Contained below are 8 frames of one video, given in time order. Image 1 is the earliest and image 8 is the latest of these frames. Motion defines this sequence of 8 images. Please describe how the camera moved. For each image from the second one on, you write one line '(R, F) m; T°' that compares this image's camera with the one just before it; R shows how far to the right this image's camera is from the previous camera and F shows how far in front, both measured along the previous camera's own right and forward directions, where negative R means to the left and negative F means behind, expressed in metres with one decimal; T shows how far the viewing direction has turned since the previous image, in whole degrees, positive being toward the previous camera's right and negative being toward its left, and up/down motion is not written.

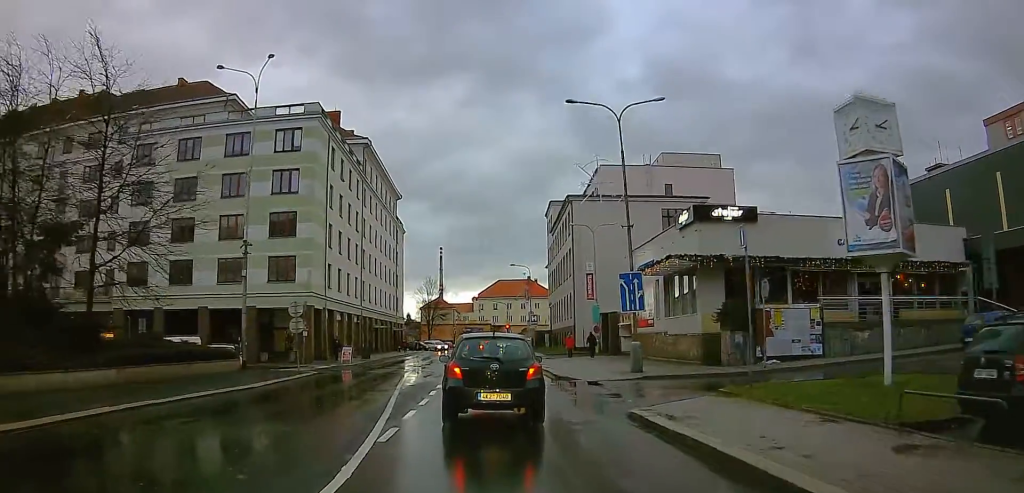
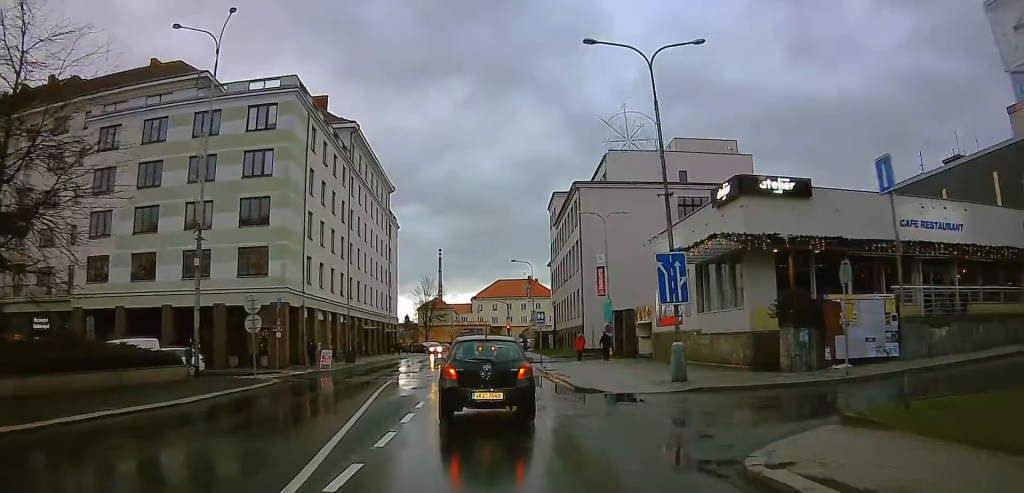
(0.0, +5.8) m; 0°
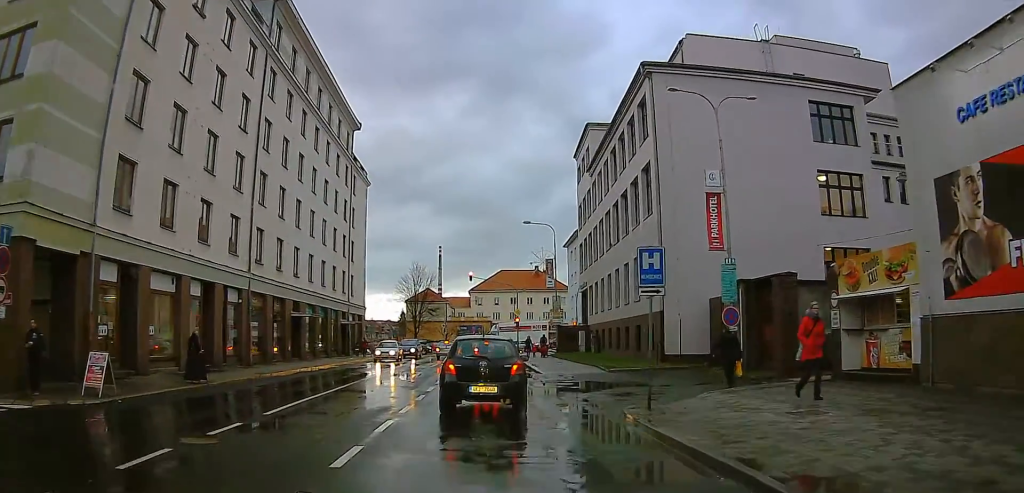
(0.0, +25.2) m; 0°
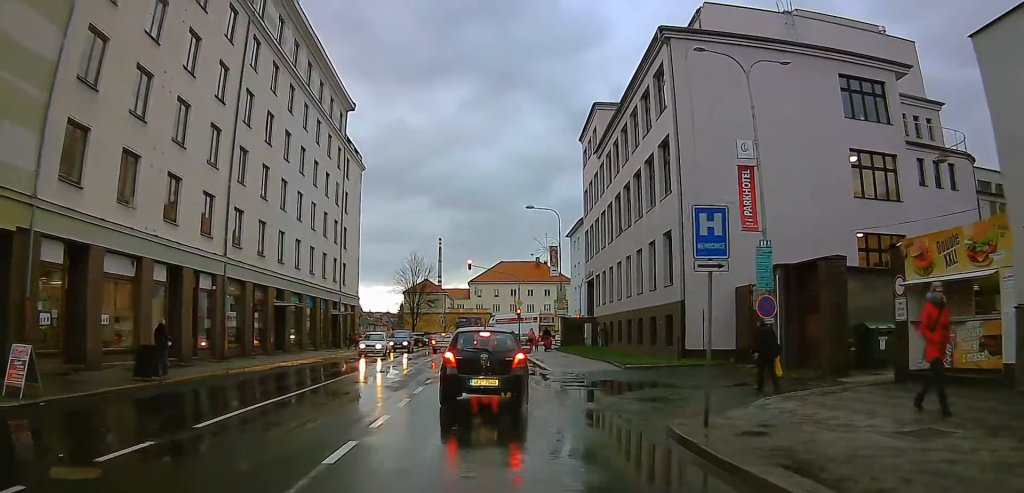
(0.0, +3.4) m; 0°
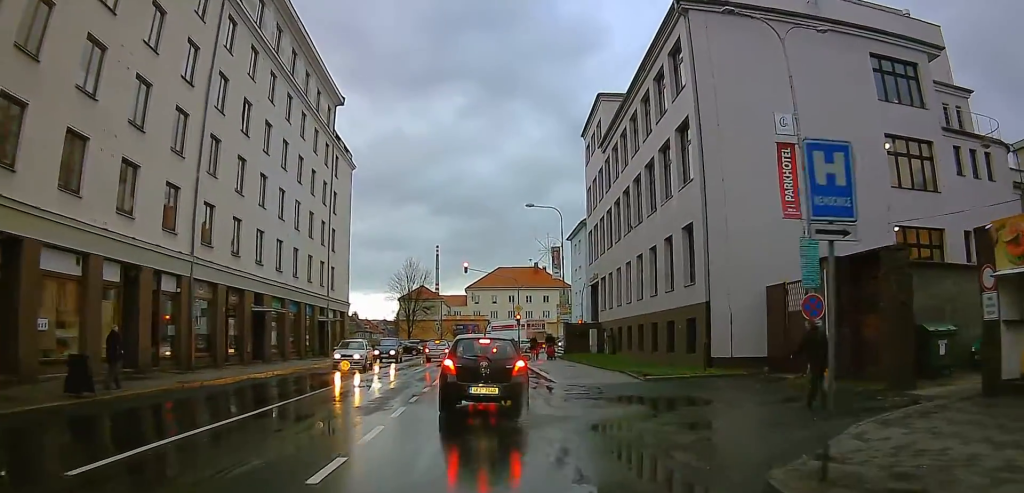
(0.0, +3.5) m; 0°
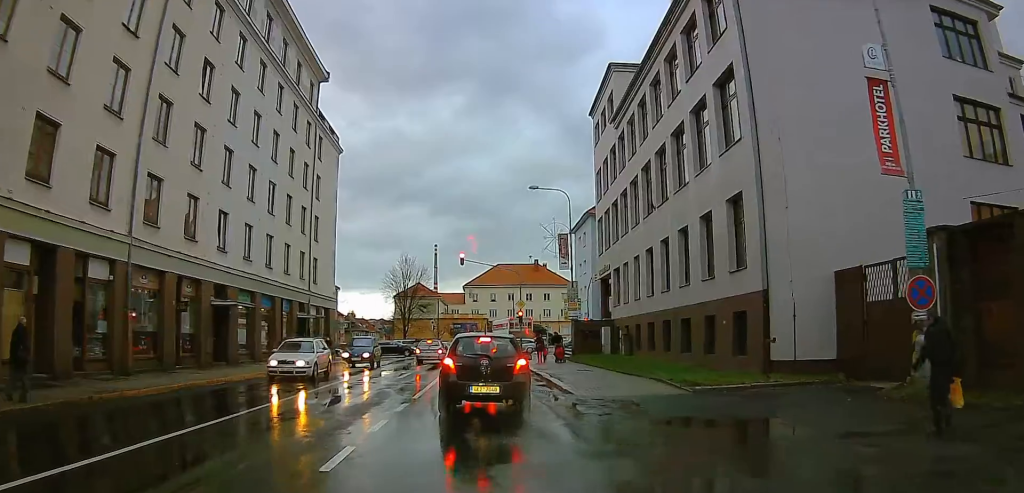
(0.0, +5.5) m; 0°
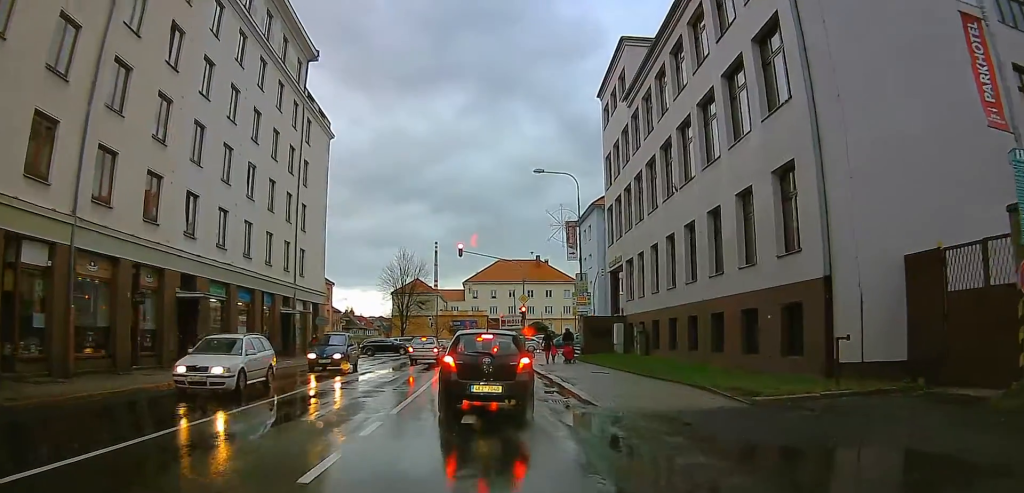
(0.0, +4.0) m; 0°
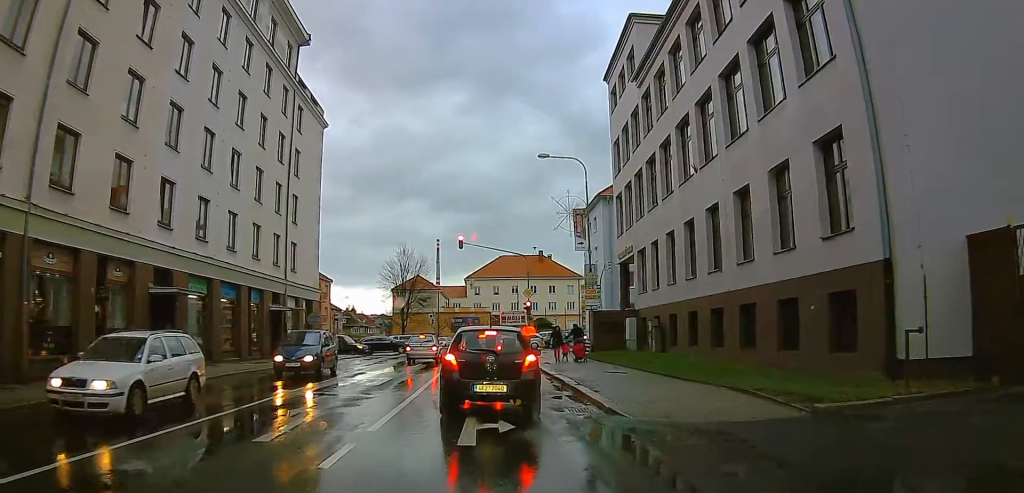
(0.0, +2.7) m; 0°
